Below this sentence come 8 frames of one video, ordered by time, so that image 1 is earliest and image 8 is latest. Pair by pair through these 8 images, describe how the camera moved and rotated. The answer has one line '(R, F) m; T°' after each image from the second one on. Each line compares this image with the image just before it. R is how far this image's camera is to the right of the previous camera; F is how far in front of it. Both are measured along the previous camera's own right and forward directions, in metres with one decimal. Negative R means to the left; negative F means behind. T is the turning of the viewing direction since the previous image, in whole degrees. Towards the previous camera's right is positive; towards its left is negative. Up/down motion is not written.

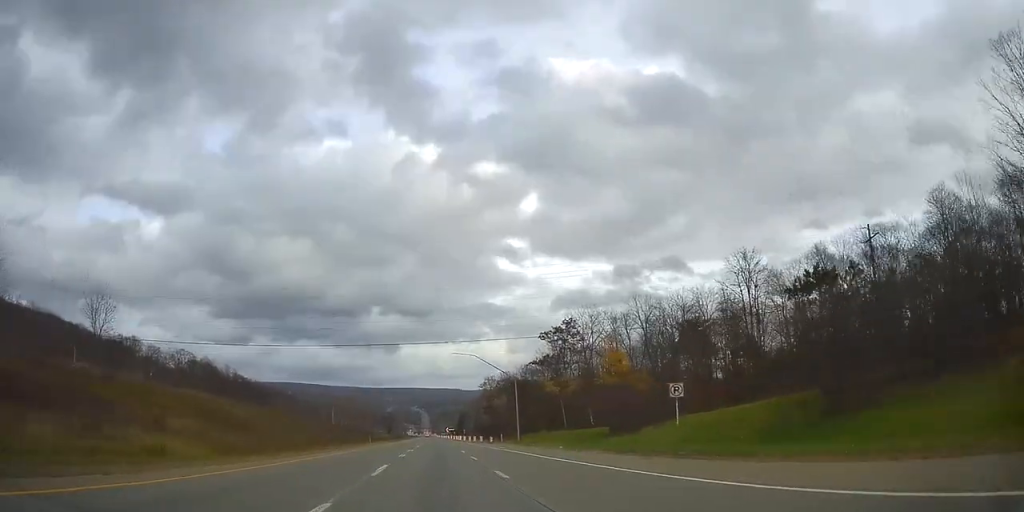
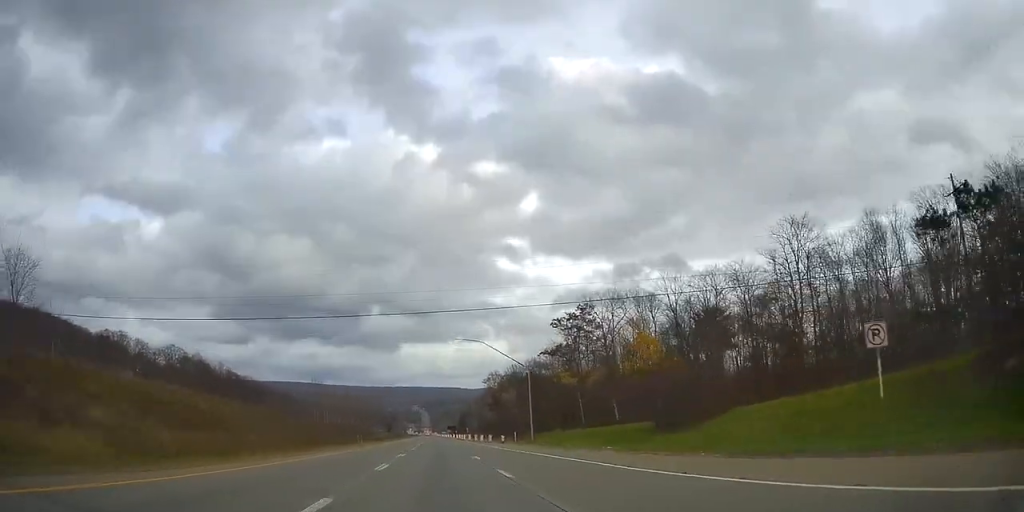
(-0.1, +12.6) m; 0°
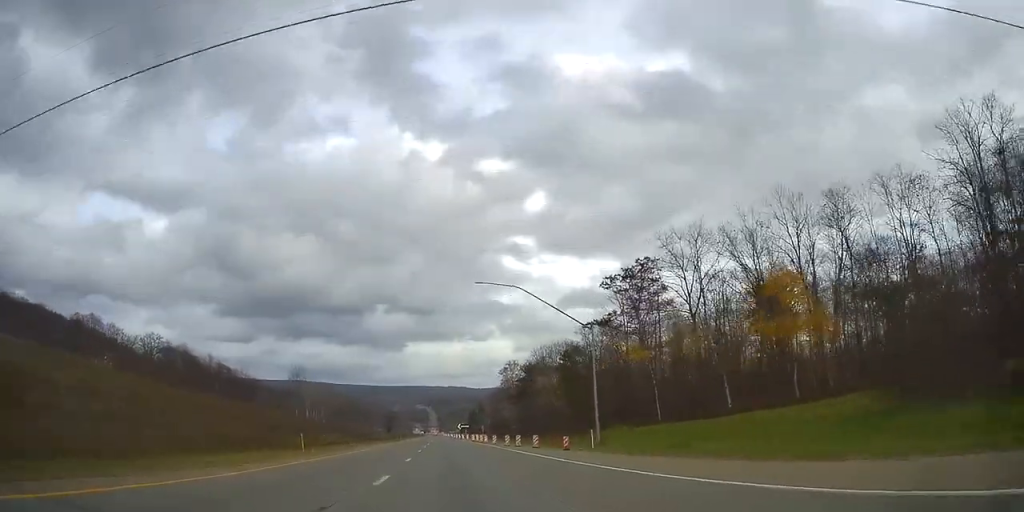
(+0.1, +30.3) m; -1°
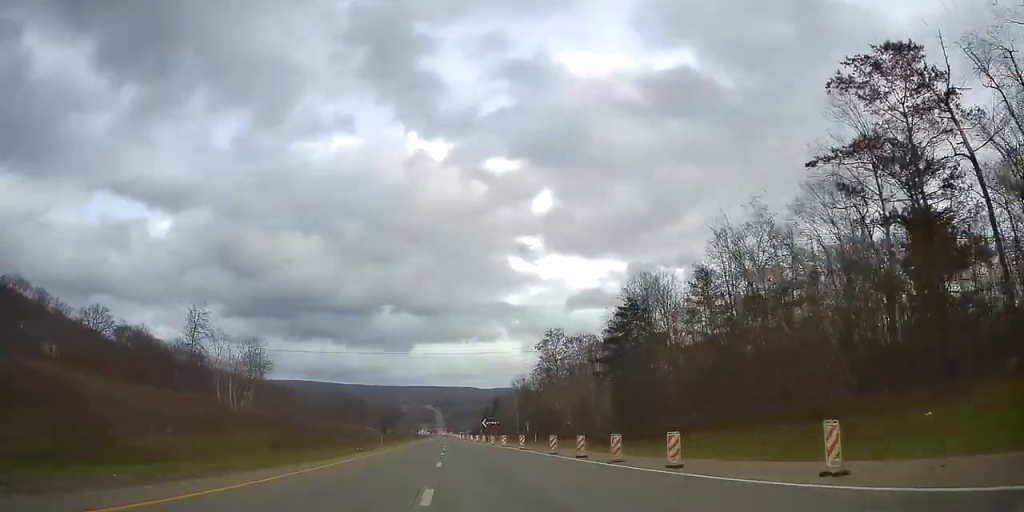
(-0.7, +53.5) m; 0°
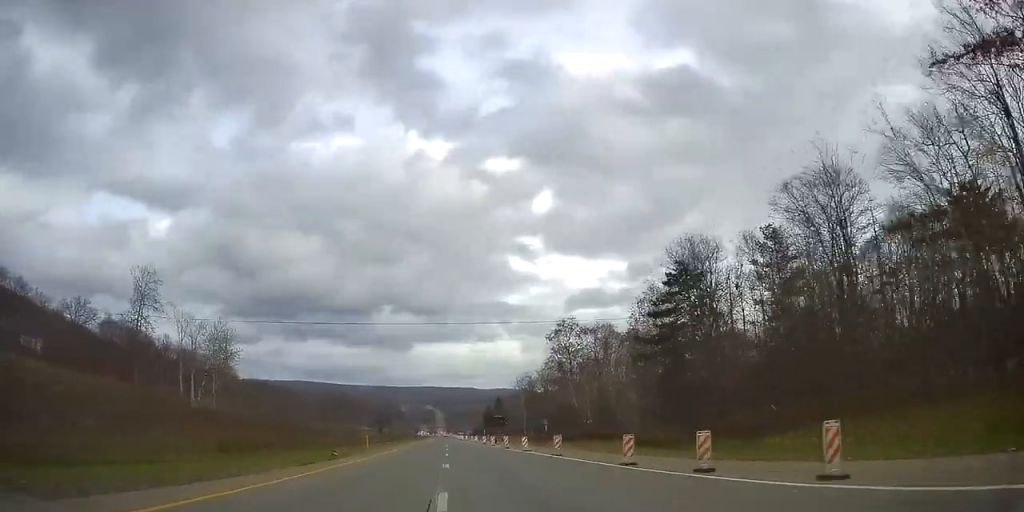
(+0.4, +12.6) m; 0°
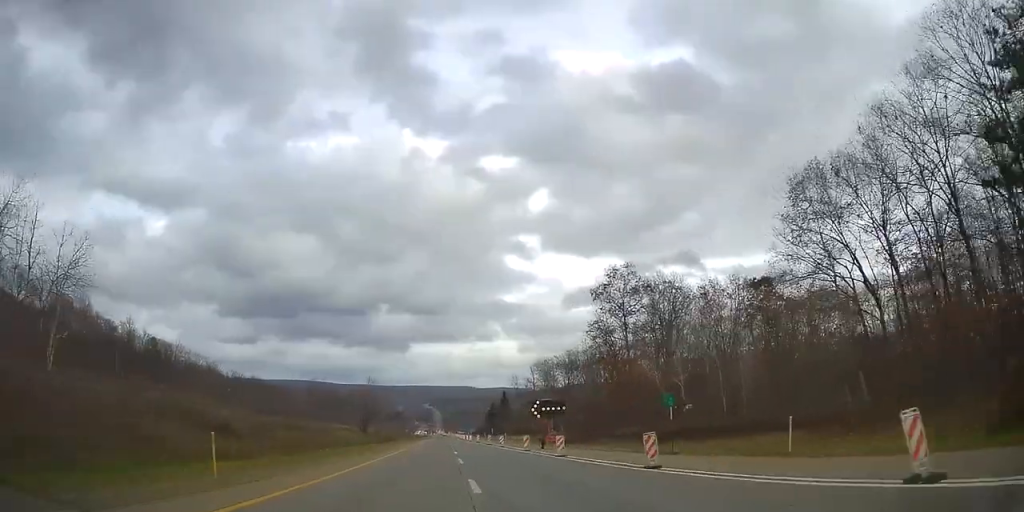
(-0.9, +34.3) m; -1°
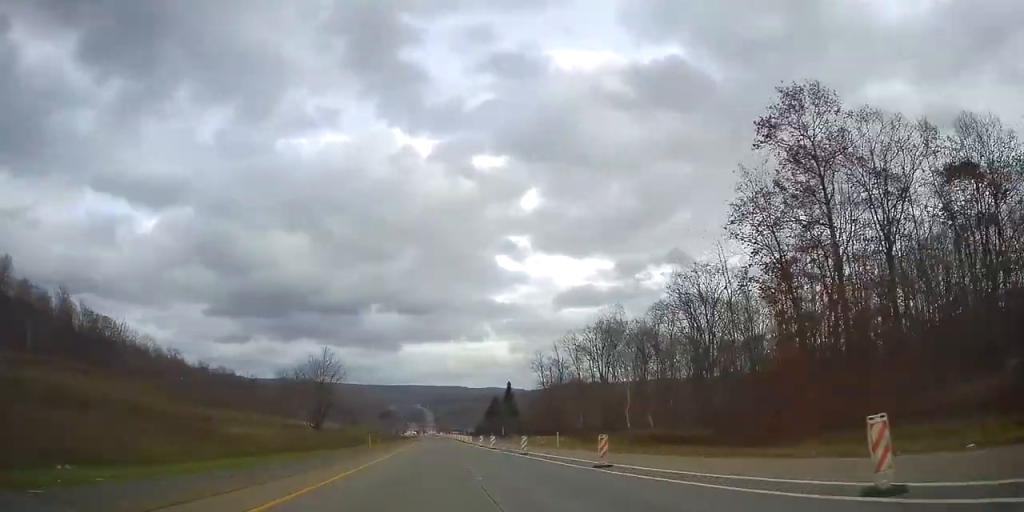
(+0.5, +45.5) m; +1°
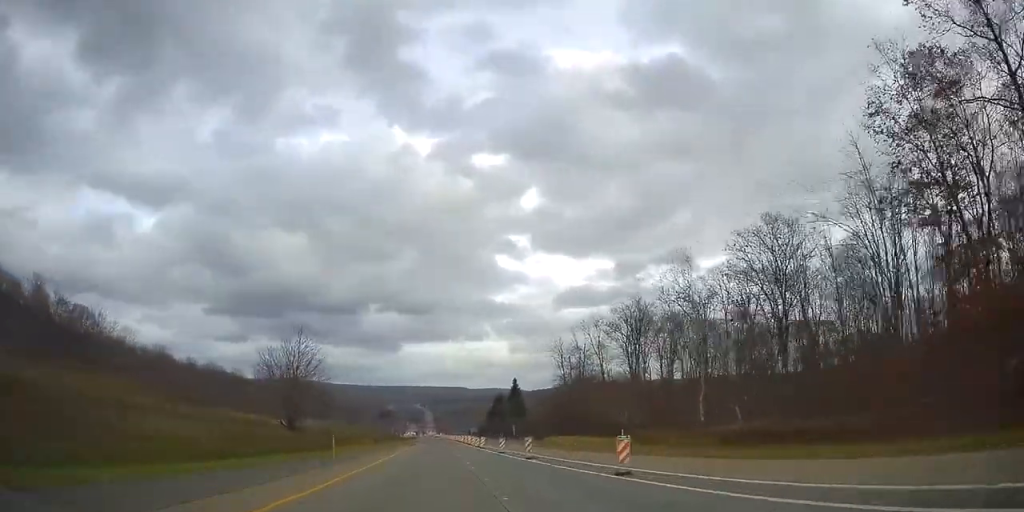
(0.0, +17.2) m; 0°
